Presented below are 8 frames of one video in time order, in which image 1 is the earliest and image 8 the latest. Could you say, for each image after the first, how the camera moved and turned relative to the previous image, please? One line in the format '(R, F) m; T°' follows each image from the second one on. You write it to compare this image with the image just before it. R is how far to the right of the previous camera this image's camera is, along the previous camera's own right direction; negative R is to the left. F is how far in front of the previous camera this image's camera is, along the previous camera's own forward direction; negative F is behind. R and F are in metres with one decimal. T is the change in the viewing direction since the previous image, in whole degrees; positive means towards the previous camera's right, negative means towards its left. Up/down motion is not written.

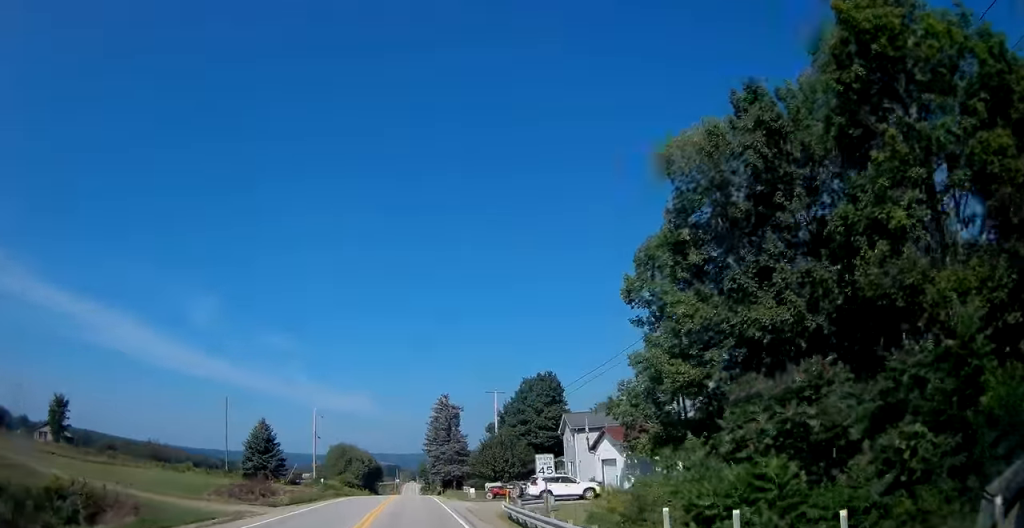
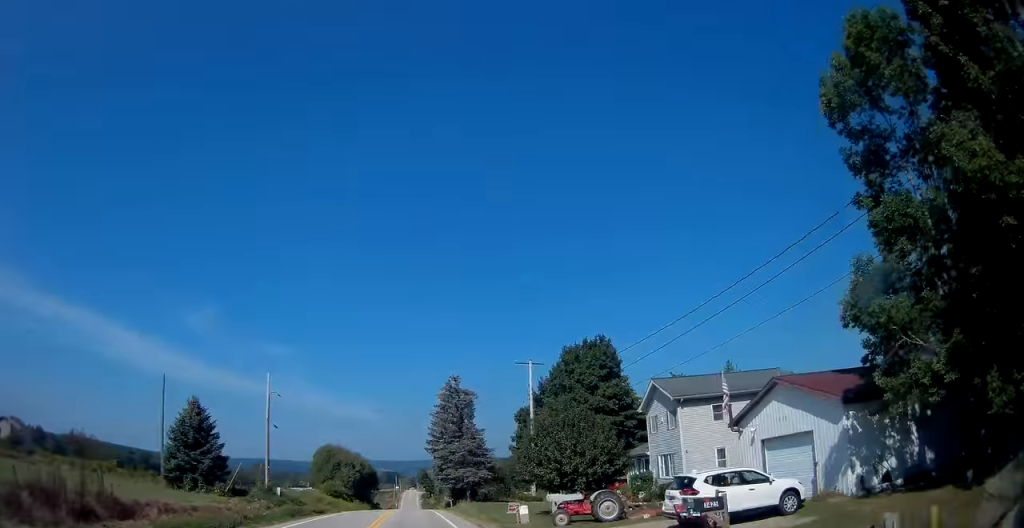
(0.0, +20.1) m; 0°
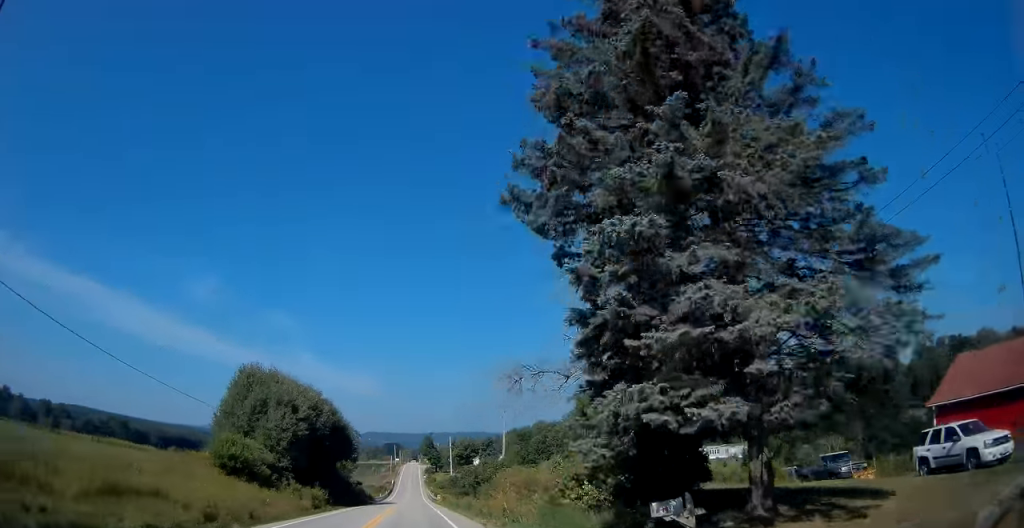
(0.0, +54.8) m; 0°
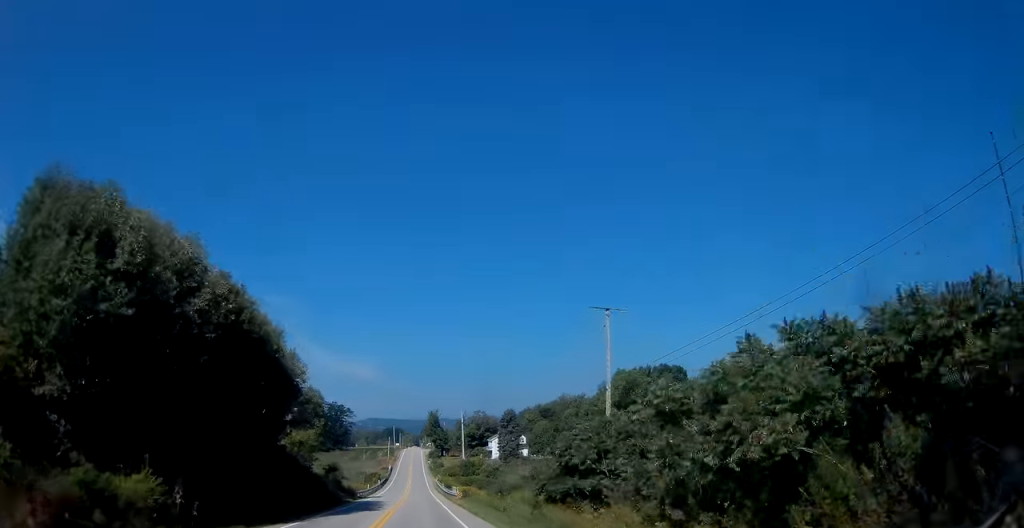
(0.0, +34.3) m; 0°
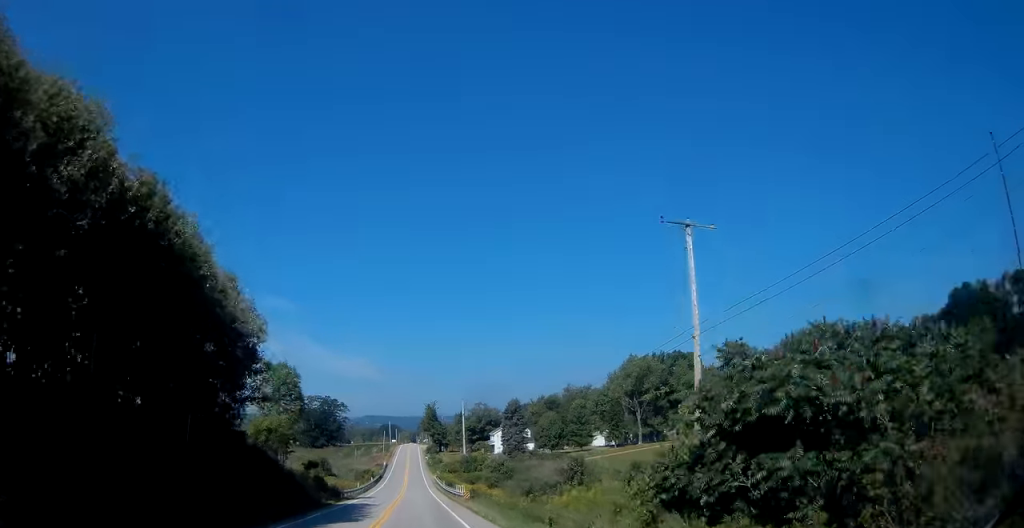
(0.0, +10.4) m; 0°
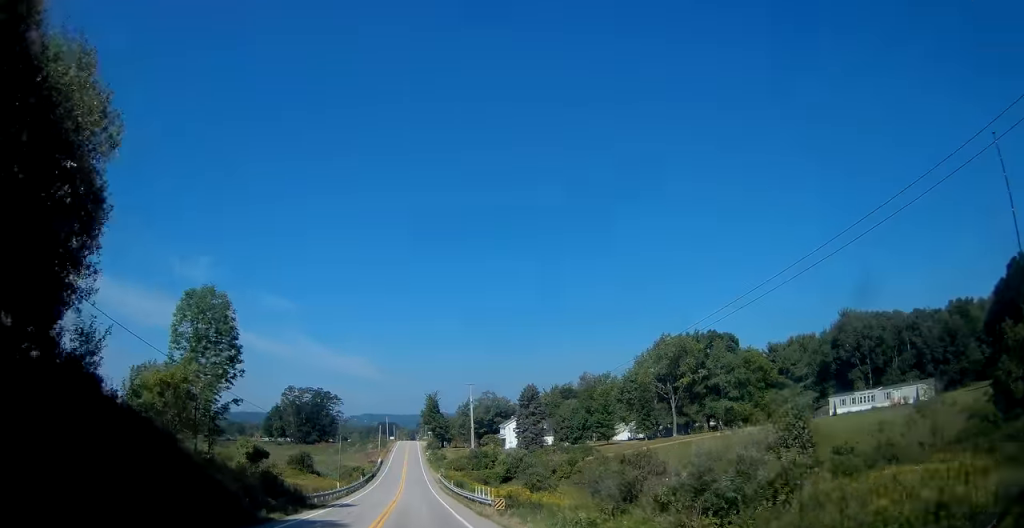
(0.0, +17.8) m; 0°
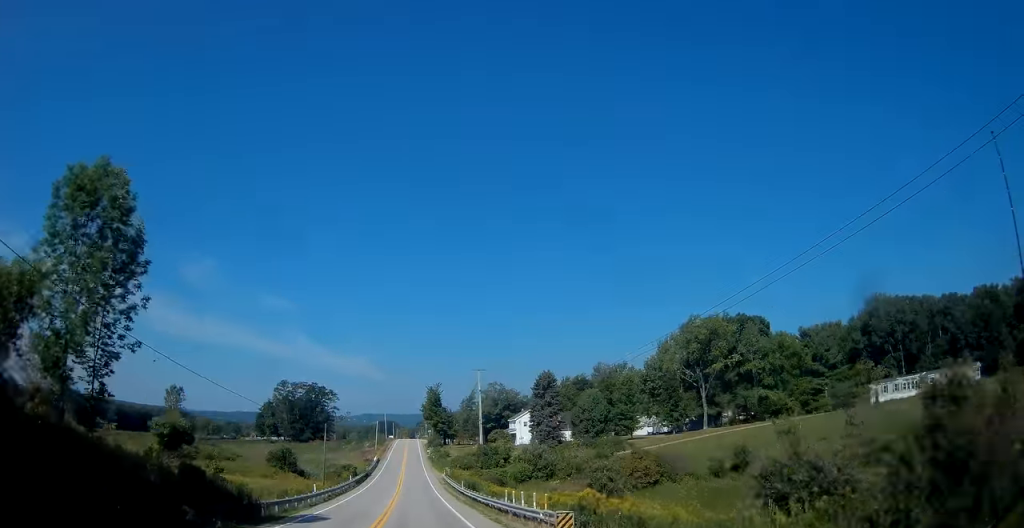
(0.0, +12.4) m; 0°
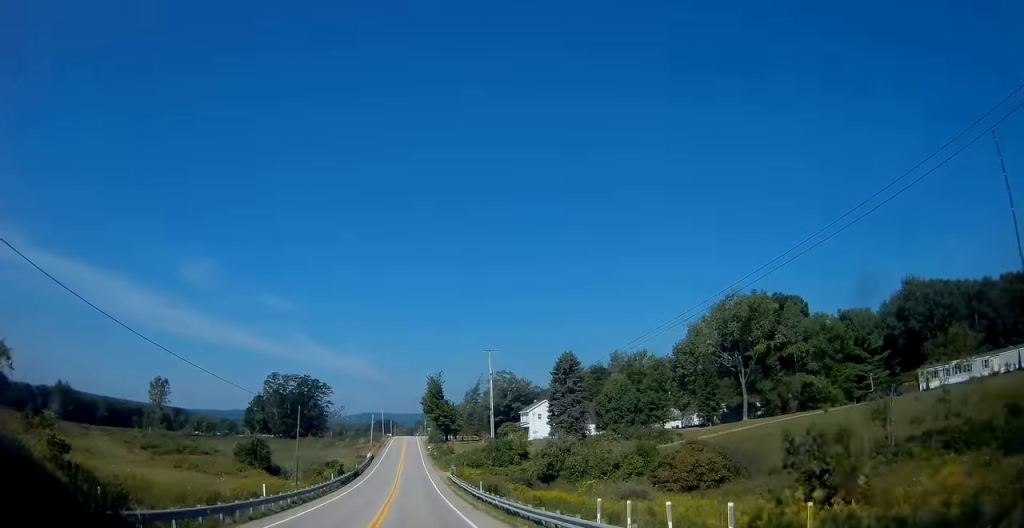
(0.0, +13.3) m; 0°
